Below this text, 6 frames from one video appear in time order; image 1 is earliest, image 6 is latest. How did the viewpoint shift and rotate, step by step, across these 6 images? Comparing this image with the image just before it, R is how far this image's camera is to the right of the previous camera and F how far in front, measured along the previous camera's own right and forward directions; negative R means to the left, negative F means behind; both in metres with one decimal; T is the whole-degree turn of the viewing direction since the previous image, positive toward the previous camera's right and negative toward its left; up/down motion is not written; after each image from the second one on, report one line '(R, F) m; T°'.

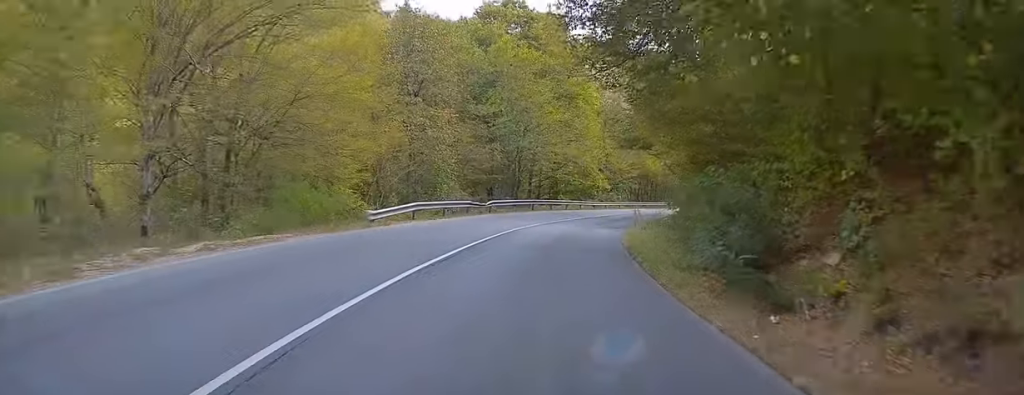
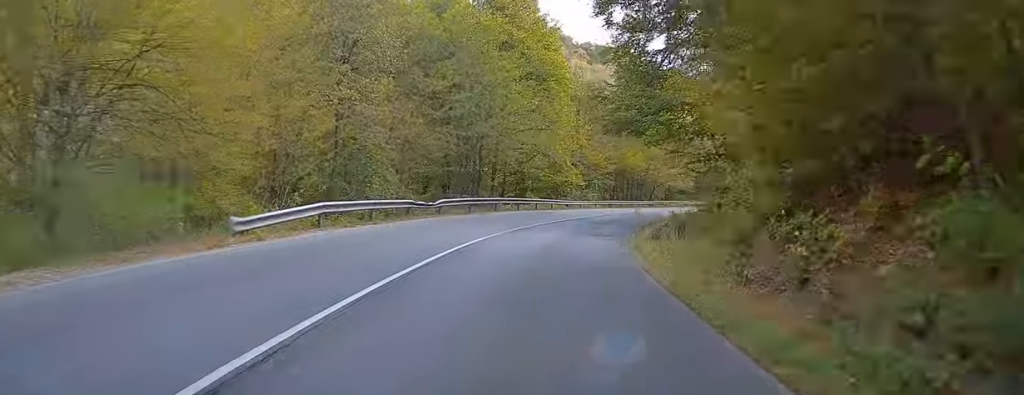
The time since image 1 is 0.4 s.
(+0.4, +8.8) m; +3°
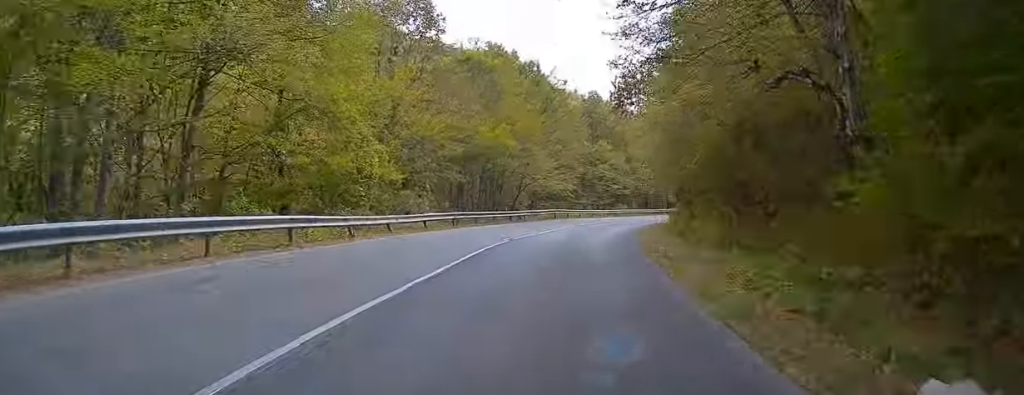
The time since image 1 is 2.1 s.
(+2.9, +32.3) m; +11°
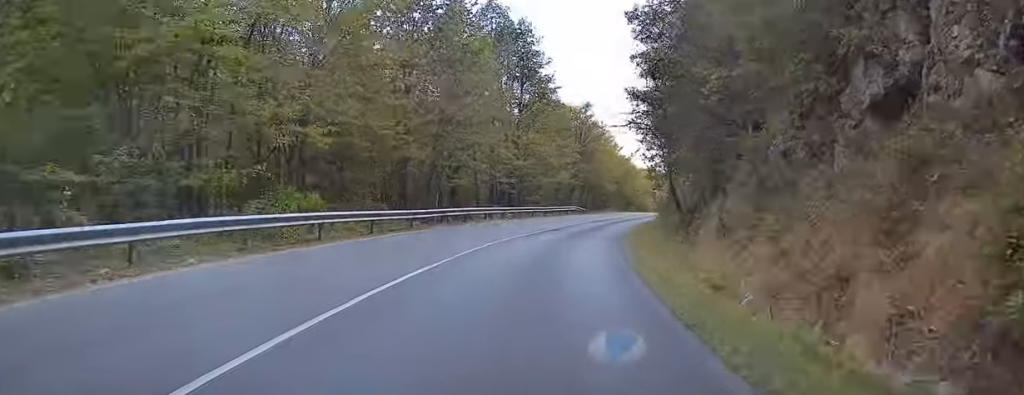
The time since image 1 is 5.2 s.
(+11.9, +56.6) m; +24°
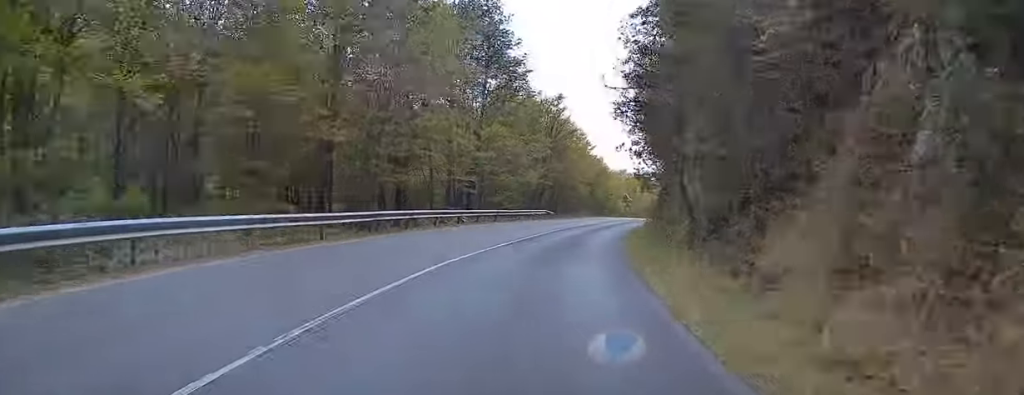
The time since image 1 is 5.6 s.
(+0.3, +7.6) m; +3°
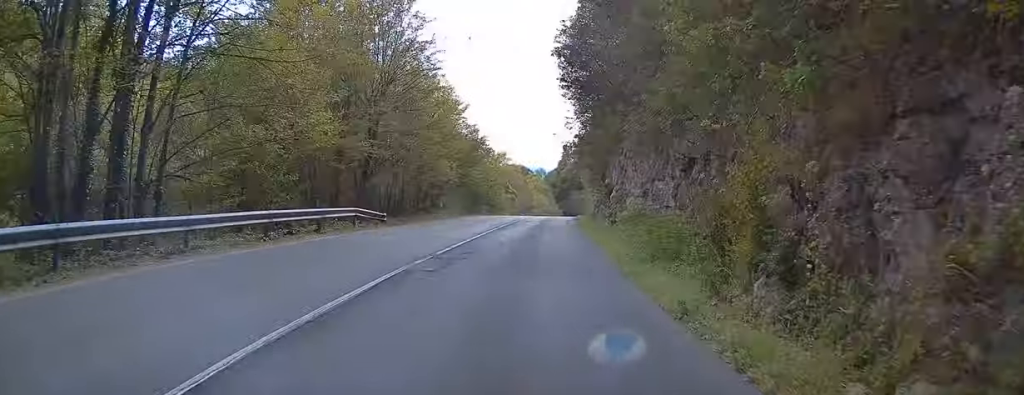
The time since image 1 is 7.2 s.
(+2.8, +31.8) m; +9°
